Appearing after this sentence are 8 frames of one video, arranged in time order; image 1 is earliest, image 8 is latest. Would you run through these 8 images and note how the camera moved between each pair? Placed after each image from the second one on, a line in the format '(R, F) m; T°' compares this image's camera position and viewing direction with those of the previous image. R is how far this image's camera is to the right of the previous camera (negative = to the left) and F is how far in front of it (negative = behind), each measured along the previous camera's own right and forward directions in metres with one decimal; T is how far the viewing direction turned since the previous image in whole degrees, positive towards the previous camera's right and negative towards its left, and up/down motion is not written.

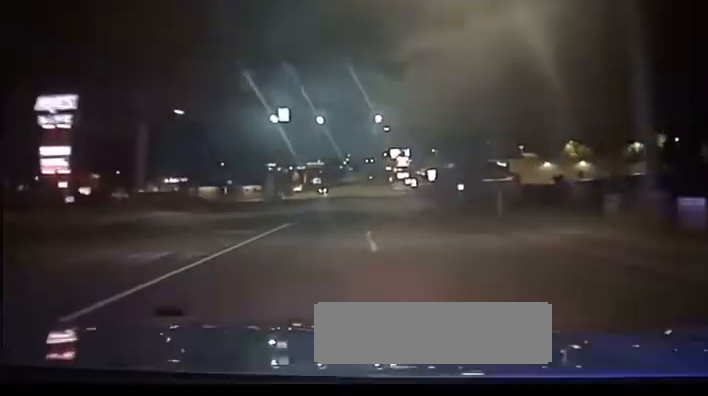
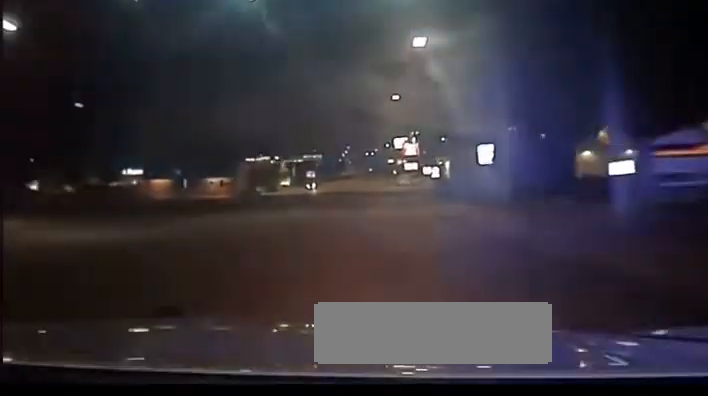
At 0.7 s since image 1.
(+0.1, +29.2) m; 0°
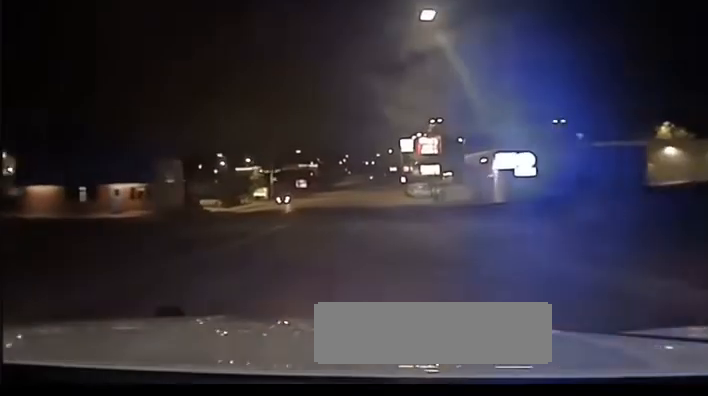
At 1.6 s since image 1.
(-0.3, +37.6) m; 0°
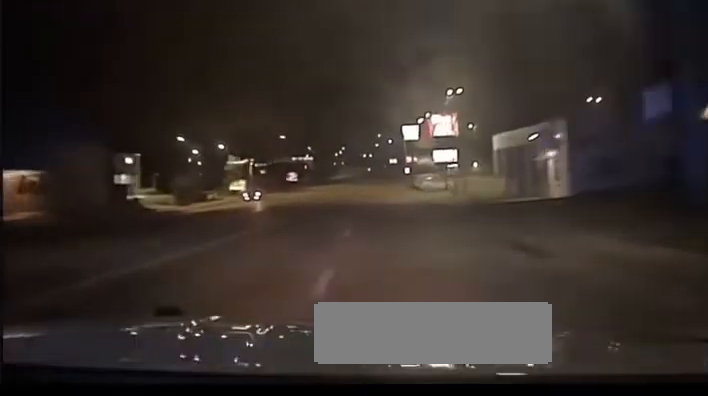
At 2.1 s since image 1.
(0.0, +20.3) m; 0°
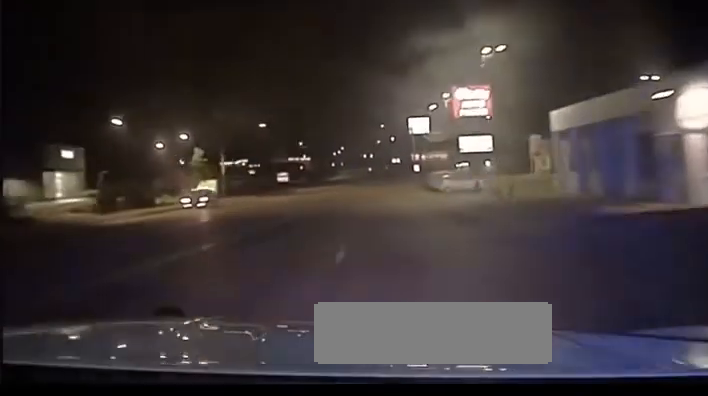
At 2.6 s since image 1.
(0.0, +20.3) m; 0°
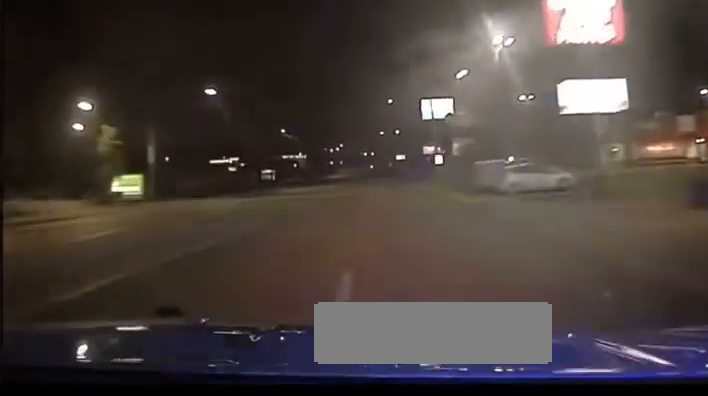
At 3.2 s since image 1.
(-0.1, +28.6) m; 0°
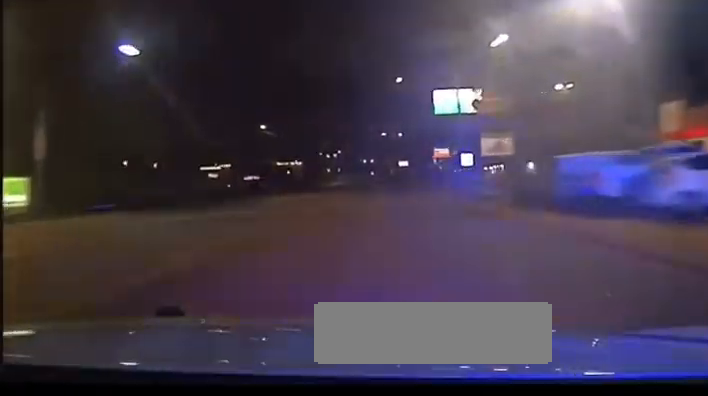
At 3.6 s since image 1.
(0.0, +19.6) m; 0°
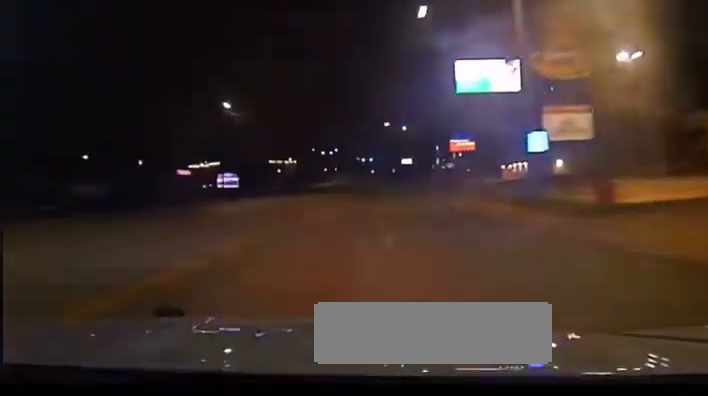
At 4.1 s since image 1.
(+0.2, +21.3) m; 0°
